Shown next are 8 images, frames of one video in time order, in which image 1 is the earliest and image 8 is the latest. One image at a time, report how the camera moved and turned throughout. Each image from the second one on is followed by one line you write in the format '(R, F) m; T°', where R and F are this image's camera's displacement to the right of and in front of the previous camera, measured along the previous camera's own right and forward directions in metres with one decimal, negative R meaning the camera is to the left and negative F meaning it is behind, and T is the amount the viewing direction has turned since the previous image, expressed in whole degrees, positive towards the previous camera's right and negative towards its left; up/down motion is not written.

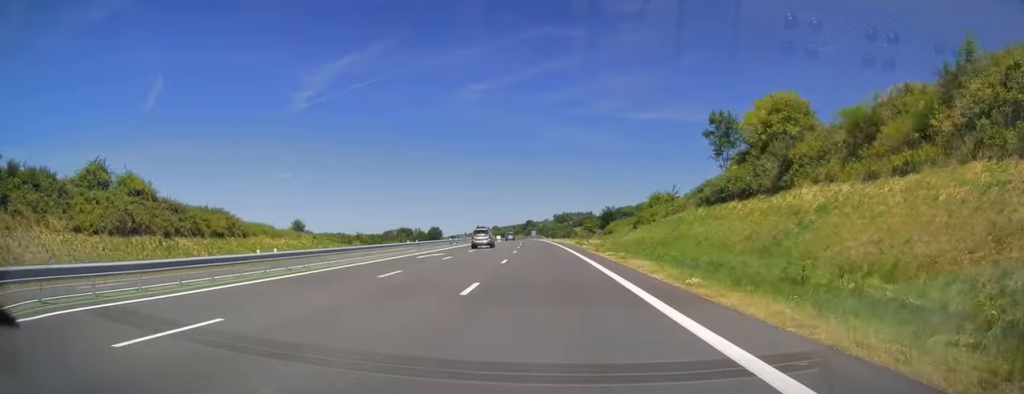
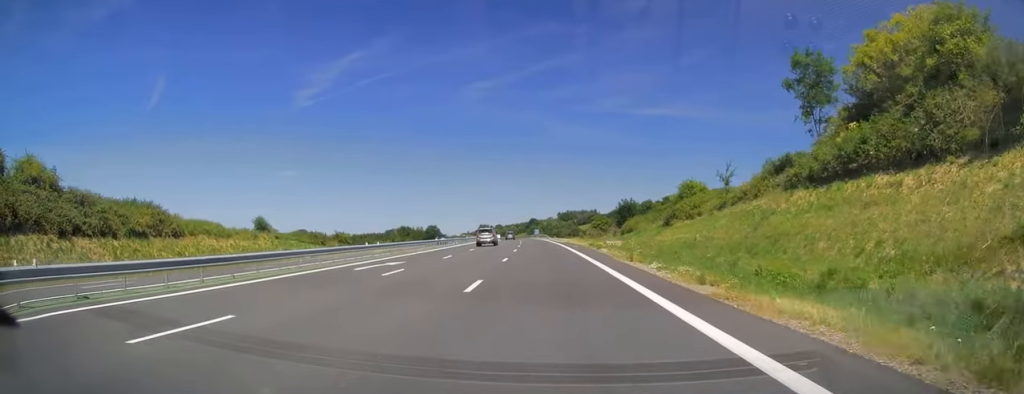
(-0.1, +12.8) m; 0°
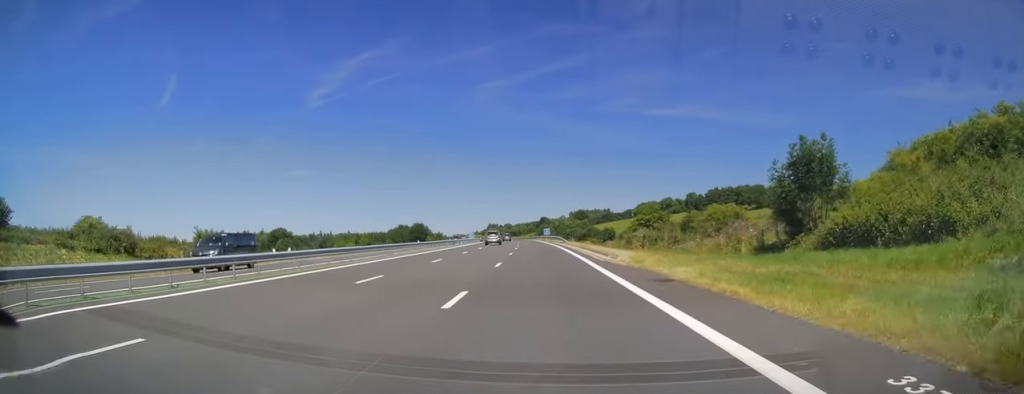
(-0.5, +42.0) m; -1°
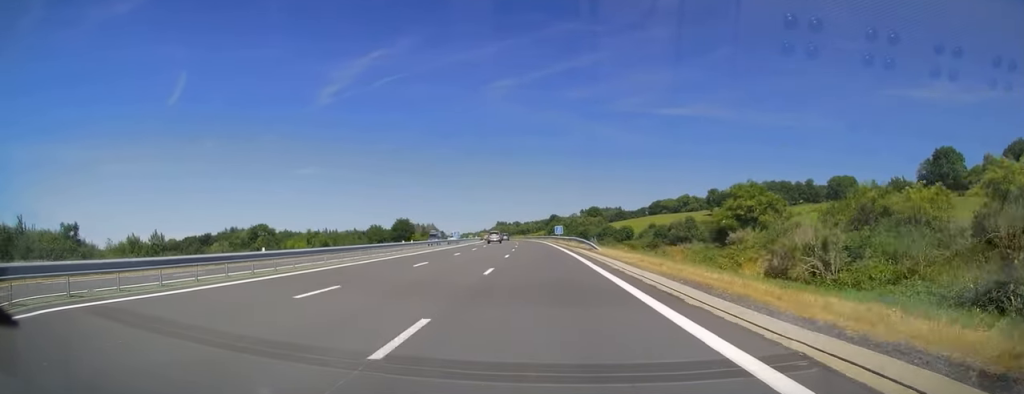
(-0.1, +30.6) m; 0°
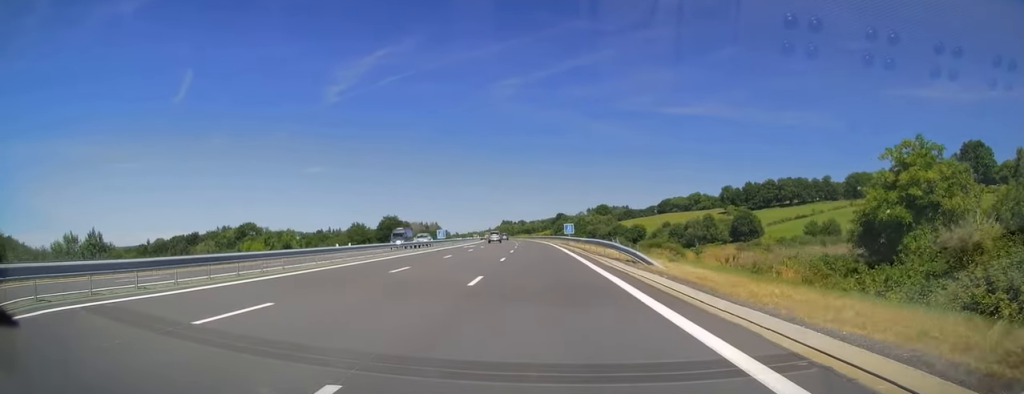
(-0.1, +17.3) m; -1°
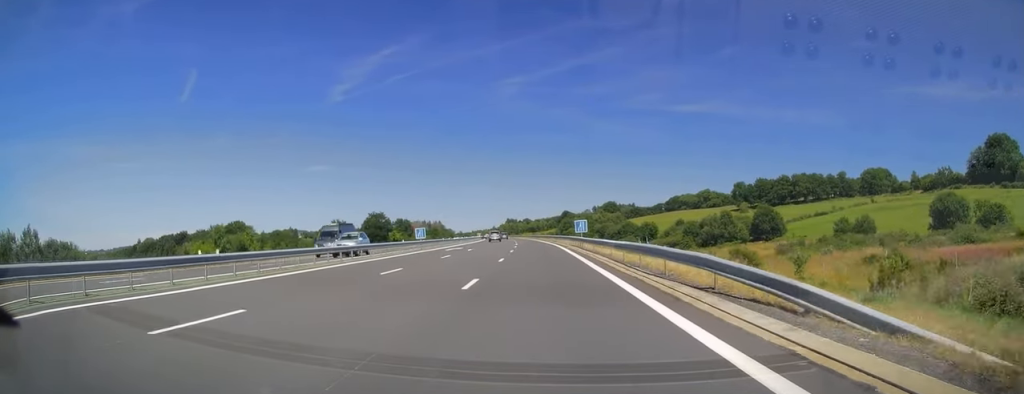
(+0.1, +14.3) m; -1°
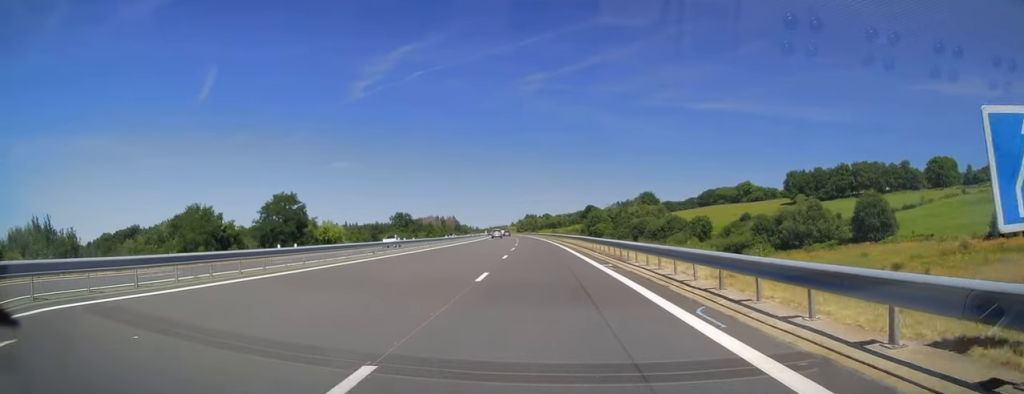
(-1.0, +50.3) m; -2°
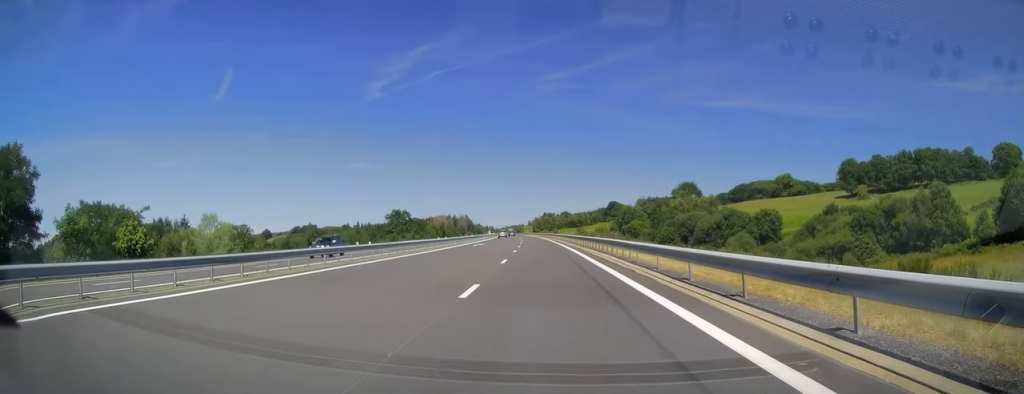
(-0.8, +43.0) m; -2°
